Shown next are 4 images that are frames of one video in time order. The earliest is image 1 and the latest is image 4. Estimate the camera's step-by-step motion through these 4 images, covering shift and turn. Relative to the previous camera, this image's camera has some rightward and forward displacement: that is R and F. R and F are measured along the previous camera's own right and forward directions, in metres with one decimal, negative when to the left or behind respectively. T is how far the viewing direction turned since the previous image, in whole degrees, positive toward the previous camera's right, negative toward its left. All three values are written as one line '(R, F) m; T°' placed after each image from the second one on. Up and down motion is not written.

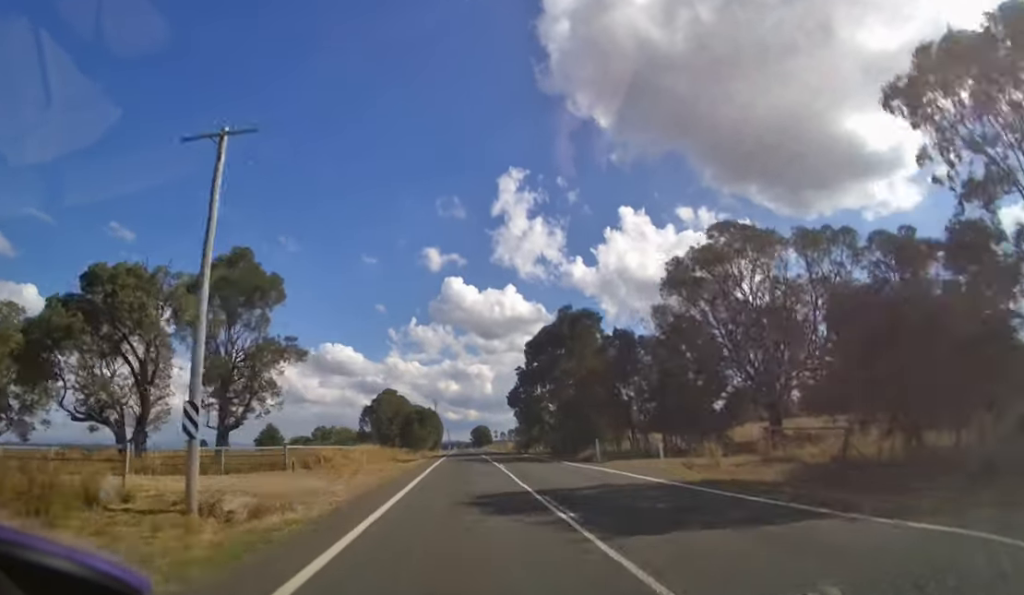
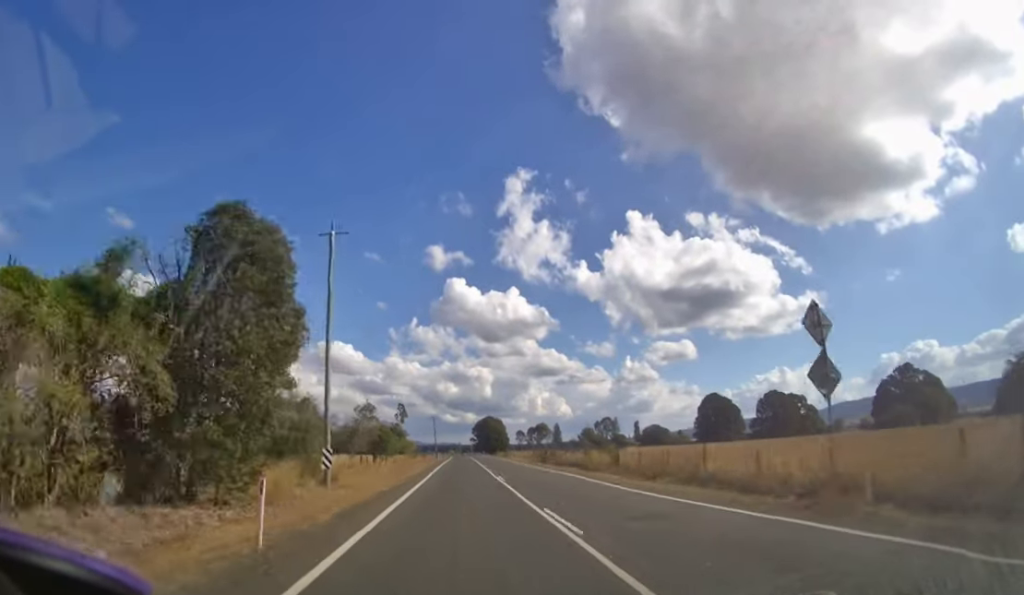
(-0.1, +92.1) m; 0°
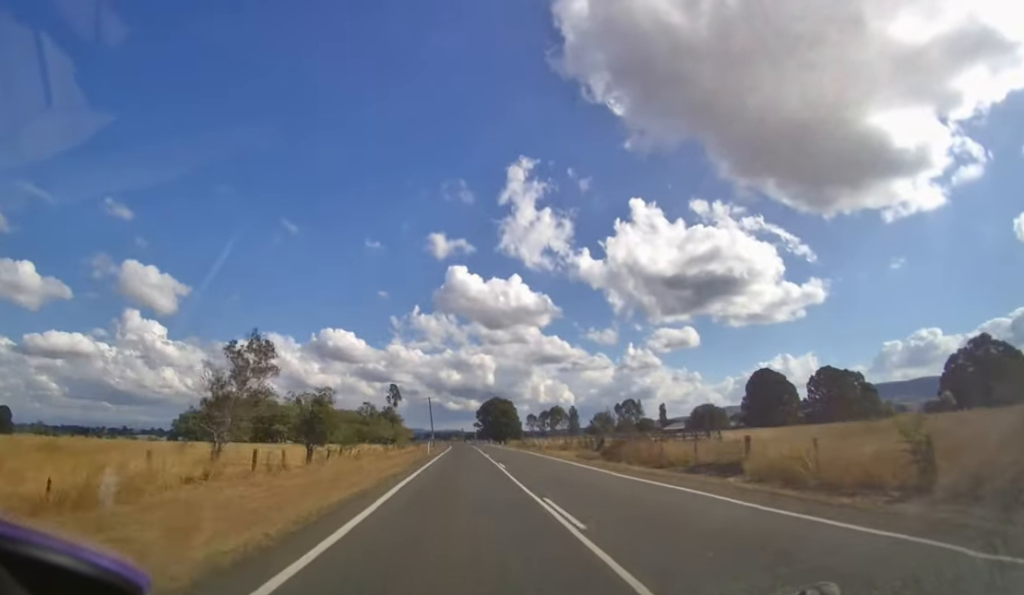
(0.0, +28.2) m; 0°
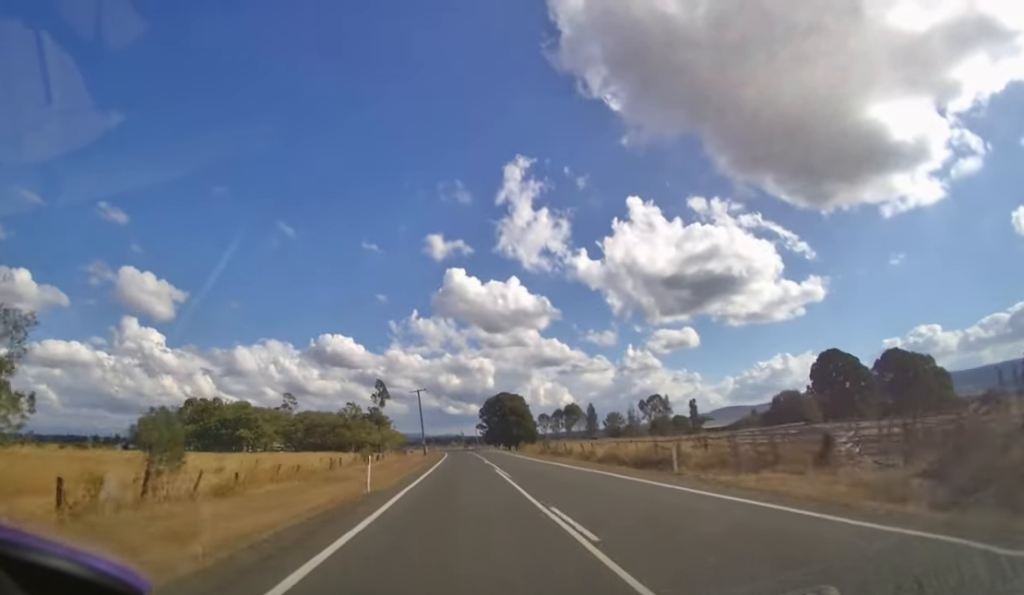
(0.0, +29.6) m; 0°
